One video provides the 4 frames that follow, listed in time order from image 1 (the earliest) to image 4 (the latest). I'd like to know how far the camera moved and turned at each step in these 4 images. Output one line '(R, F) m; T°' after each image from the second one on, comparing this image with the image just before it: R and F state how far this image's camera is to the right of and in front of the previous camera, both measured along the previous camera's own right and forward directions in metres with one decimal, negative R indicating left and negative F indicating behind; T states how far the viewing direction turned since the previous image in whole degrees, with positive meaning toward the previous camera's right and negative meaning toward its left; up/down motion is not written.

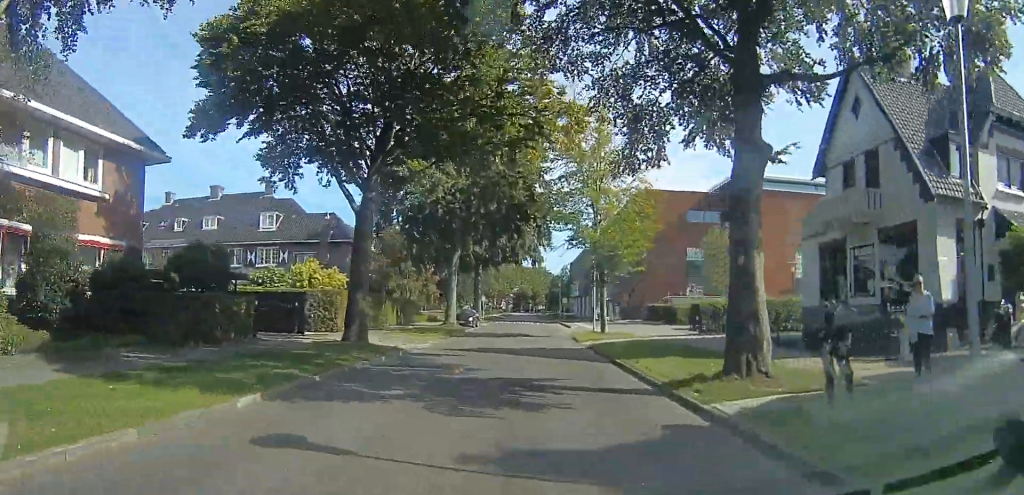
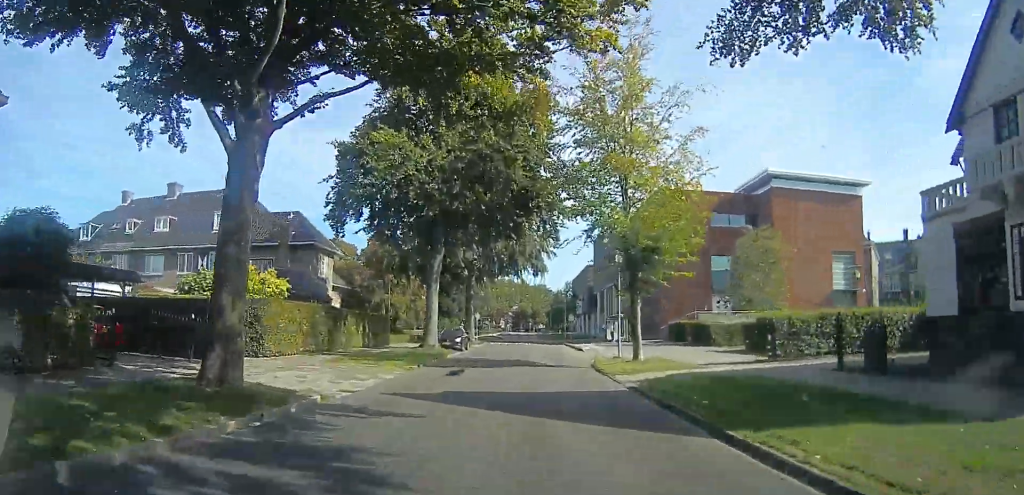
(0.0, +7.5) m; 0°
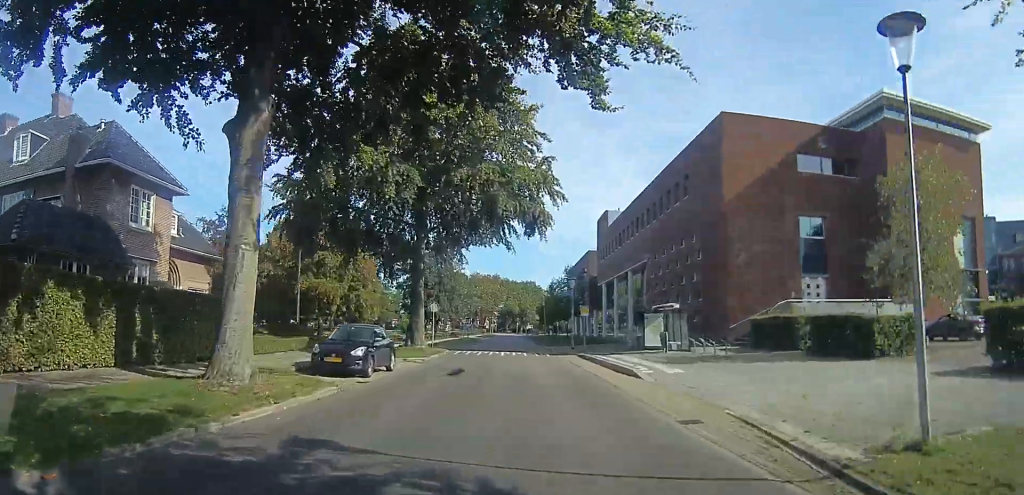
(0.0, +15.5) m; 0°
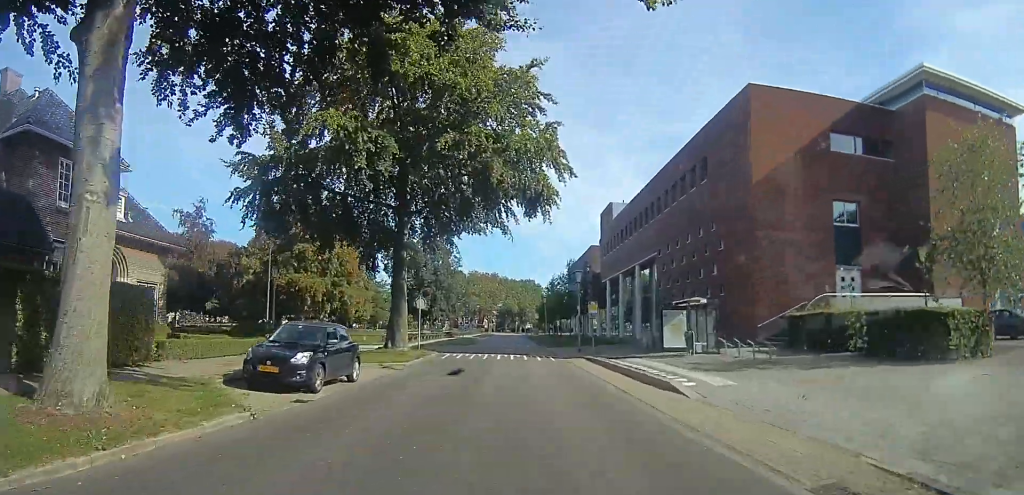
(0.0, +3.8) m; 0°
